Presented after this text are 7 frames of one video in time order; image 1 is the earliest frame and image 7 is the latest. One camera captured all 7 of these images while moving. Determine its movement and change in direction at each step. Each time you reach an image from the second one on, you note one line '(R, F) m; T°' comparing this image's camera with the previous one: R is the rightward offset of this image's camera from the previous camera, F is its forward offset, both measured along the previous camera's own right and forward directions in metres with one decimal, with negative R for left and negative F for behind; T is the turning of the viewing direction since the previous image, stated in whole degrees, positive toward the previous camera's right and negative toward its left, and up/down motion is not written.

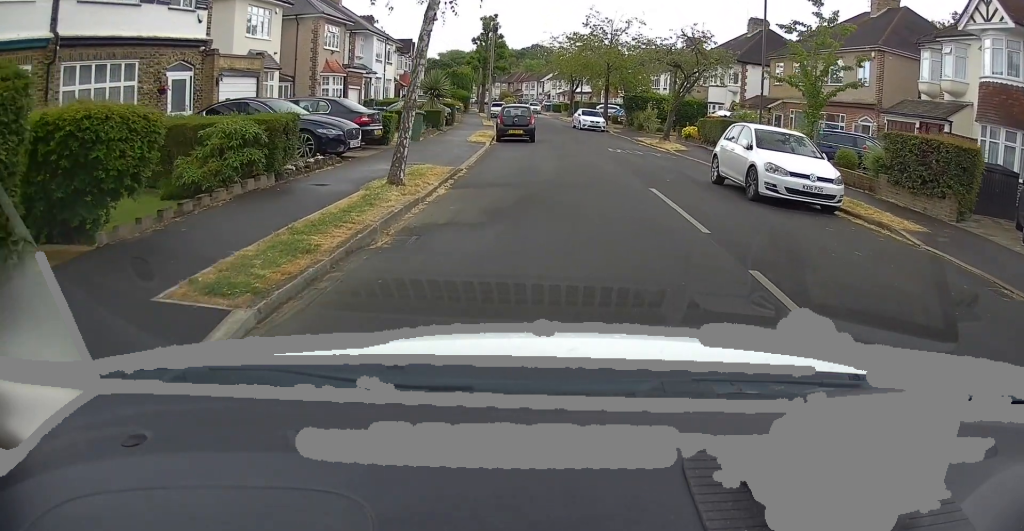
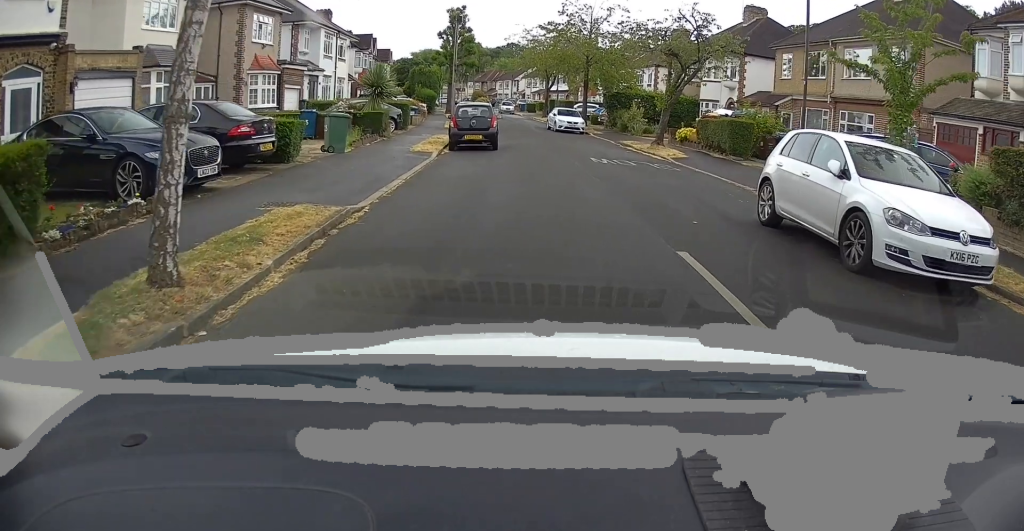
(+0.2, +5.5) m; 0°
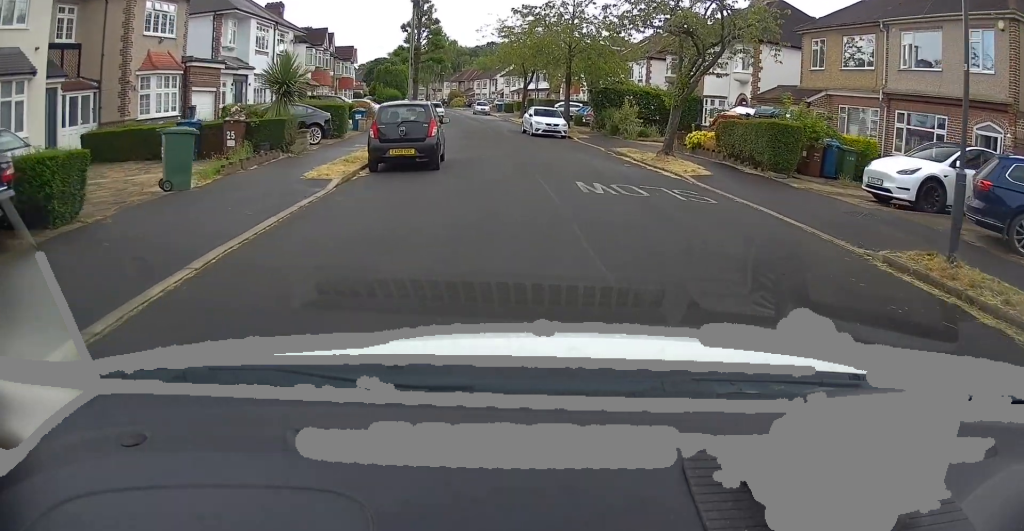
(-0.2, +6.4) m; -2°
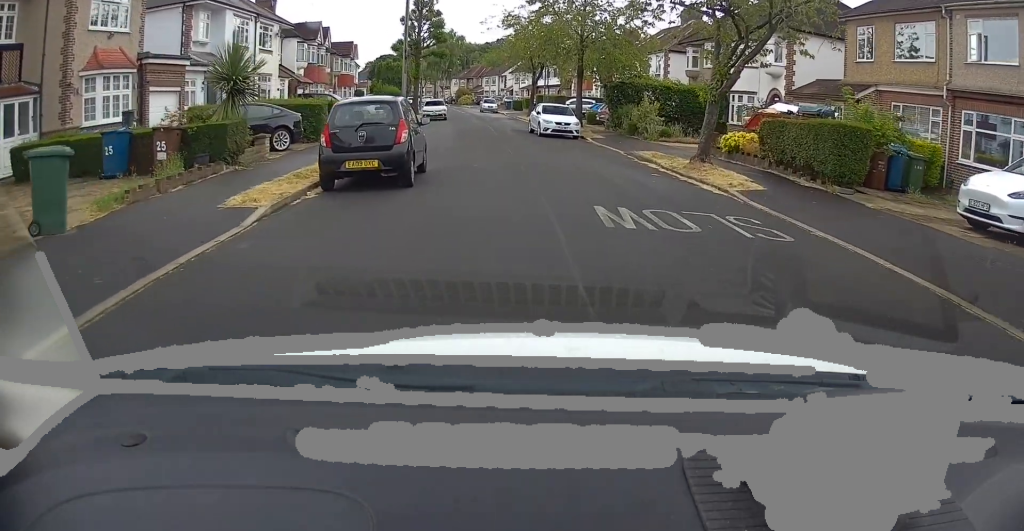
(0.0, +3.6) m; -2°
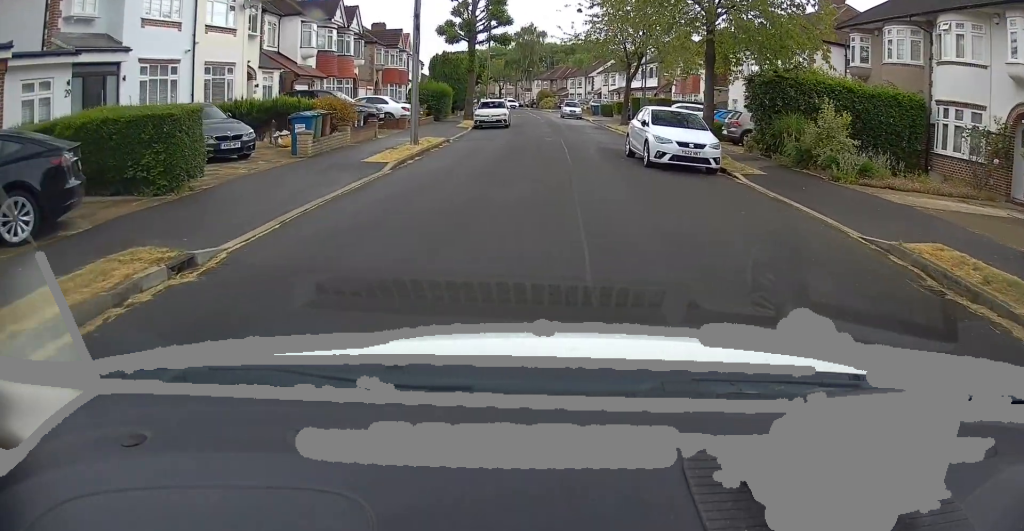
(-0.4, +12.6) m; -3°
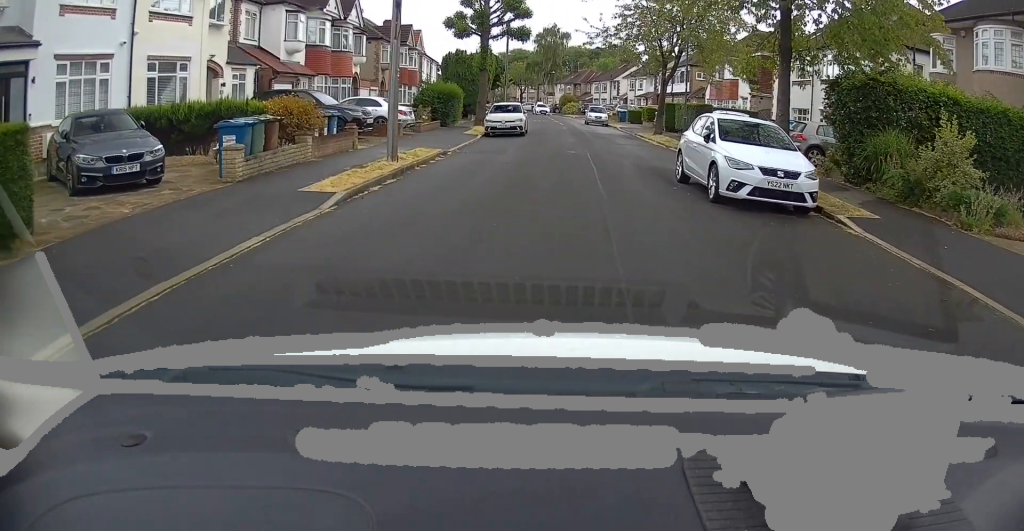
(+0.2, +4.7) m; -1°
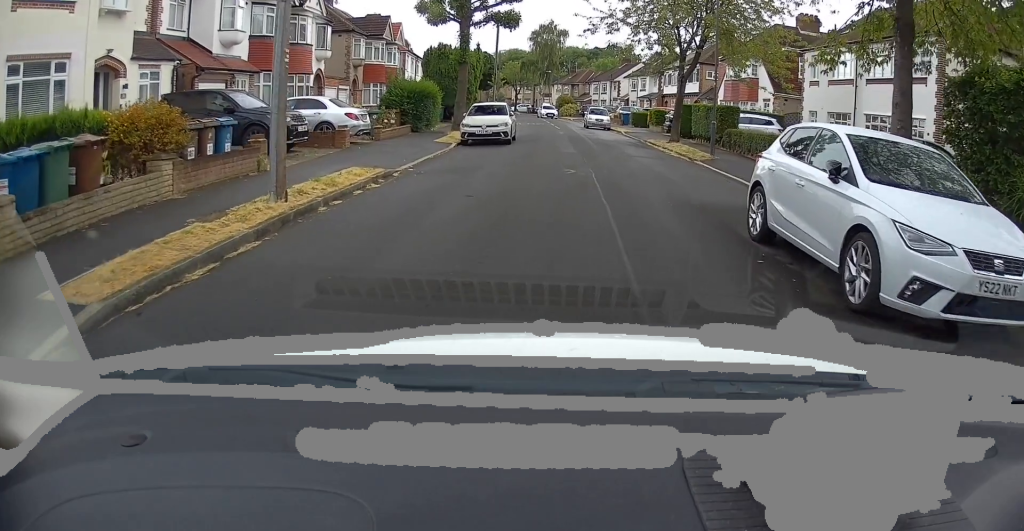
(-0.3, +5.7) m; -5°
